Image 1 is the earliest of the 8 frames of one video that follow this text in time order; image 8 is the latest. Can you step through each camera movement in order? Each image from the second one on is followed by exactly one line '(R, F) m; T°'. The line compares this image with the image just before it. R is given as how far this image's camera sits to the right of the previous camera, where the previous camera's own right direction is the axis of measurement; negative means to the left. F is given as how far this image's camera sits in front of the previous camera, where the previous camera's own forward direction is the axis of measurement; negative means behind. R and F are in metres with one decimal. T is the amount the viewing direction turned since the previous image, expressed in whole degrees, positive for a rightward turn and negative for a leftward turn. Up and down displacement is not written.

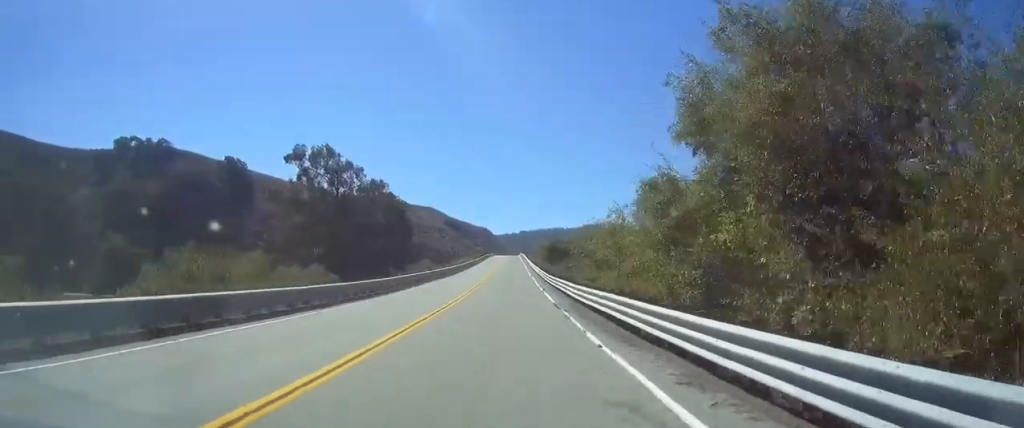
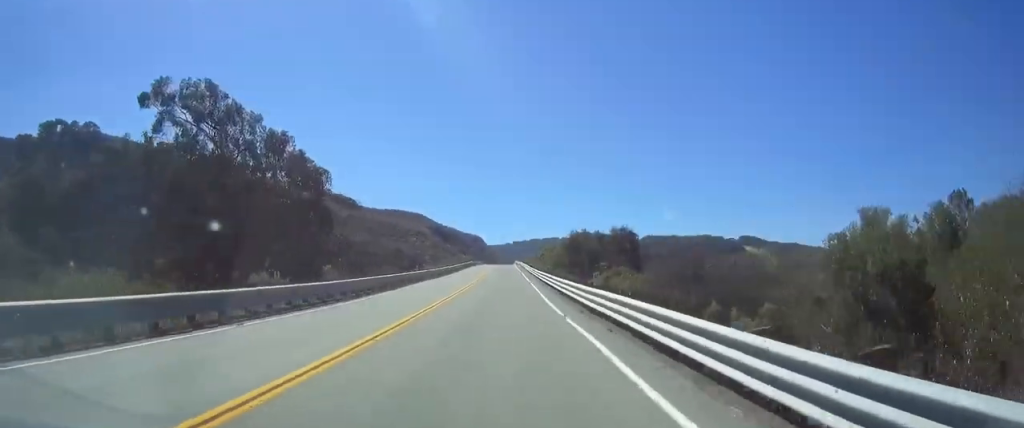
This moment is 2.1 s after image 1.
(+0.5, +46.6) m; +1°
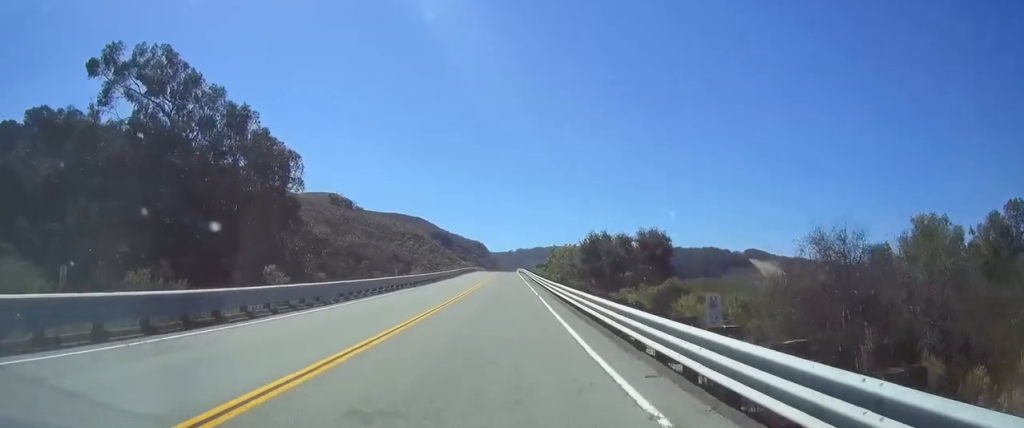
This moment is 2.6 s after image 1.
(-0.1, +12.1) m; 0°
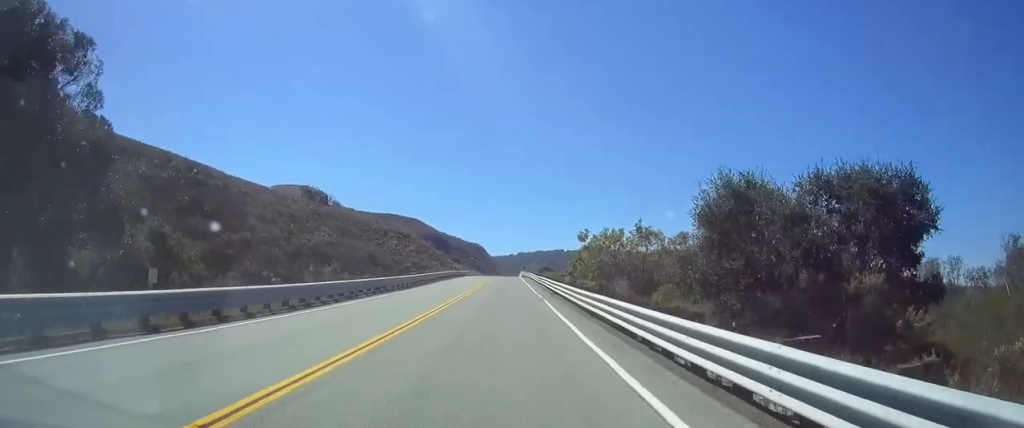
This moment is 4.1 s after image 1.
(+0.2, +32.8) m; 0°
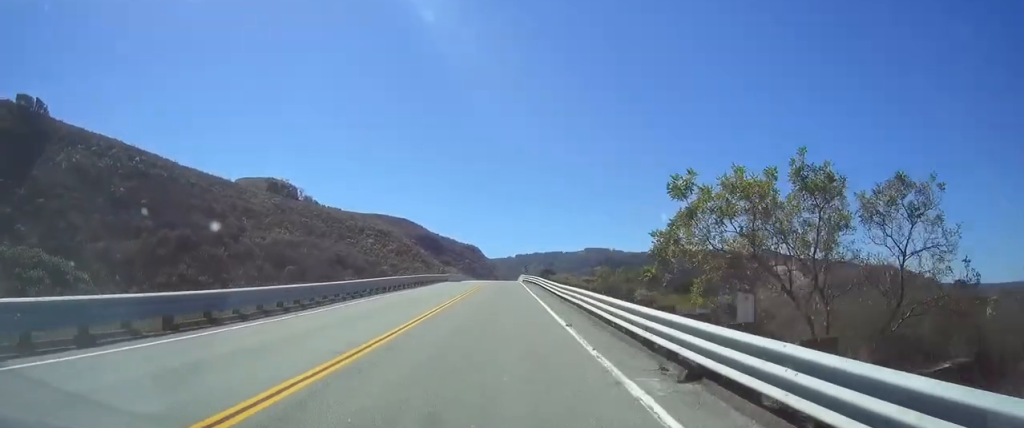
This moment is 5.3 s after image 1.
(0.0, +26.9) m; 0°
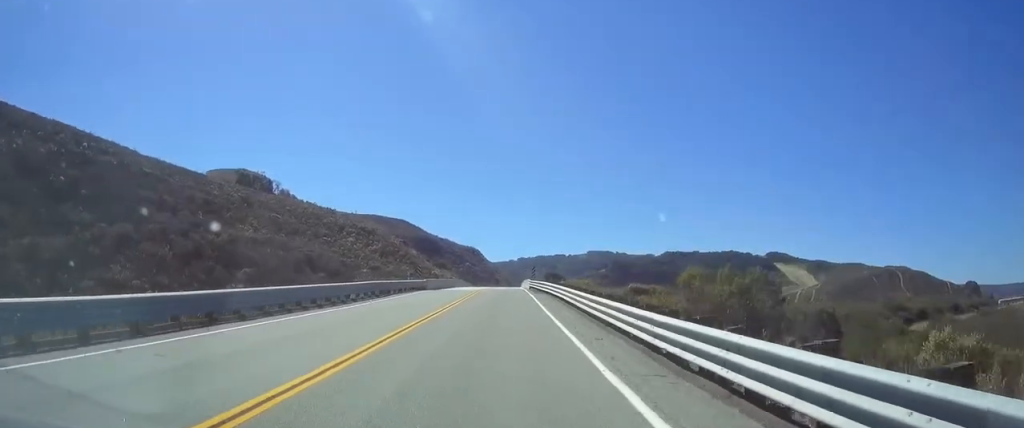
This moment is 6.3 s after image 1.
(0.0, +21.0) m; -1°
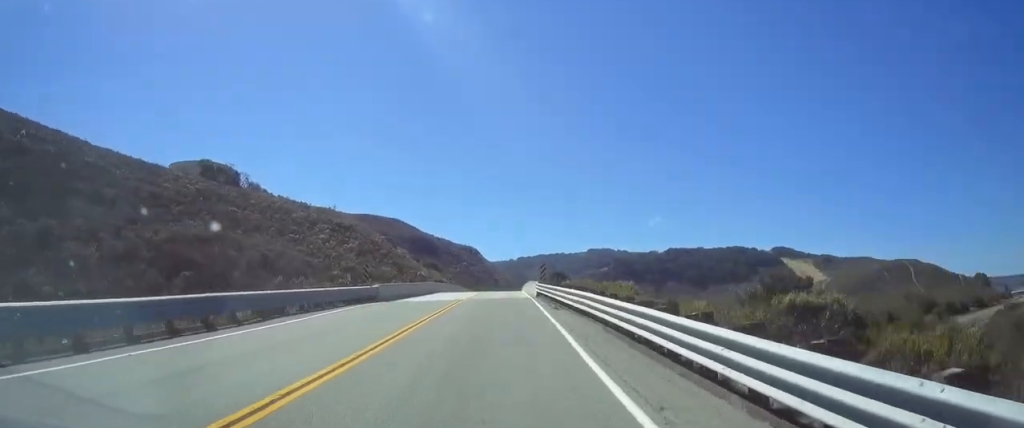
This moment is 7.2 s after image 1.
(-0.4, +19.7) m; -2°
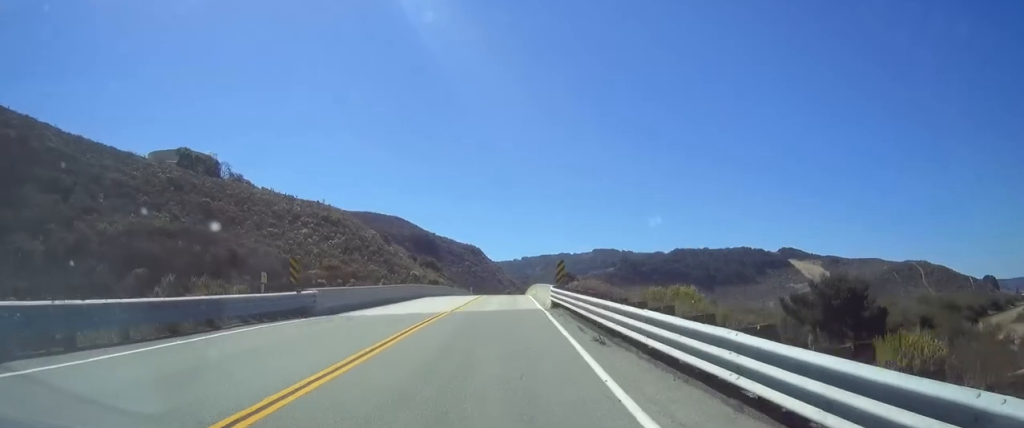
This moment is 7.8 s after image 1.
(-0.2, +12.4) m; +1°
